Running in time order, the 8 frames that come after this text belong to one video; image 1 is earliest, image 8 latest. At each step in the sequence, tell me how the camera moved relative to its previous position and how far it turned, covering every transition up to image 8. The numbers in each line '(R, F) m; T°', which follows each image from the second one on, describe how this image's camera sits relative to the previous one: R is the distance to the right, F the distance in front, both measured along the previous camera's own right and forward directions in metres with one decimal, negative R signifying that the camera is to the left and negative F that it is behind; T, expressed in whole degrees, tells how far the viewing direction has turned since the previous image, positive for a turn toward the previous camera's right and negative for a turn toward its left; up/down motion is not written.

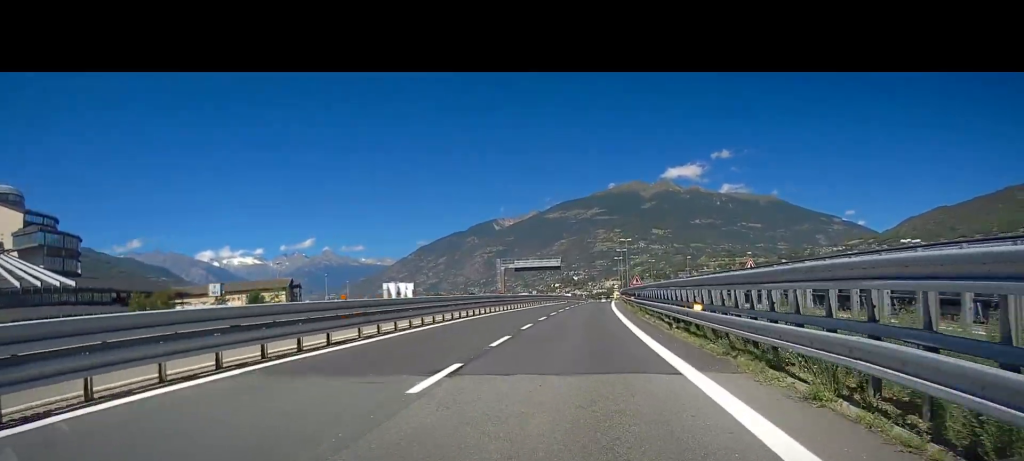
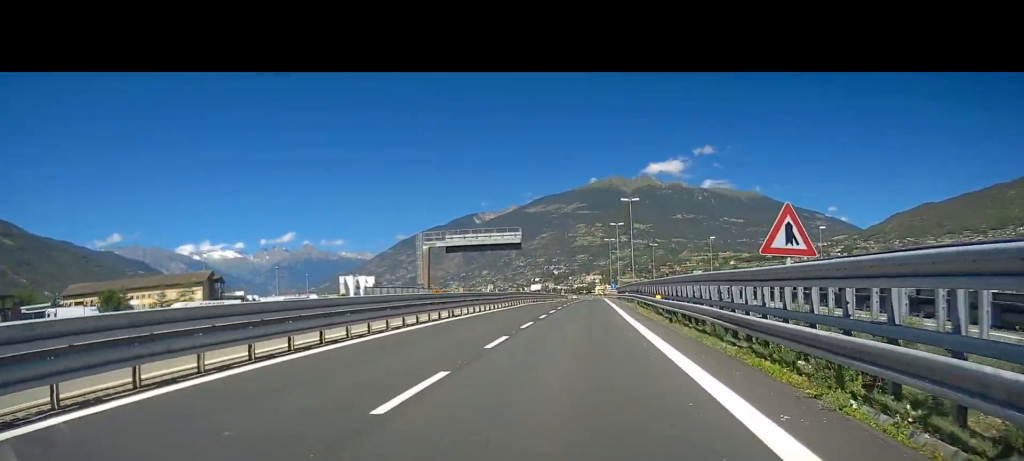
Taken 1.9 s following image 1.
(+0.7, +45.0) m; +2°
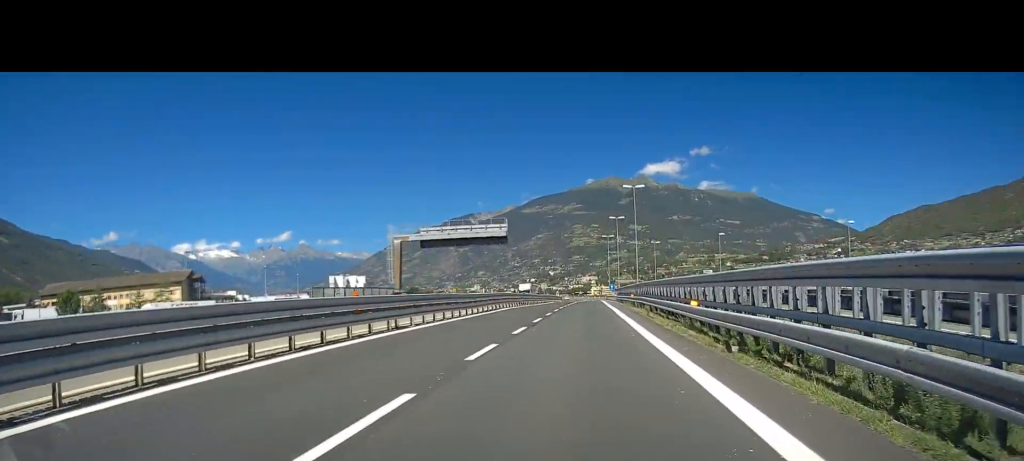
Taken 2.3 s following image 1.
(0.0, +9.5) m; 0°
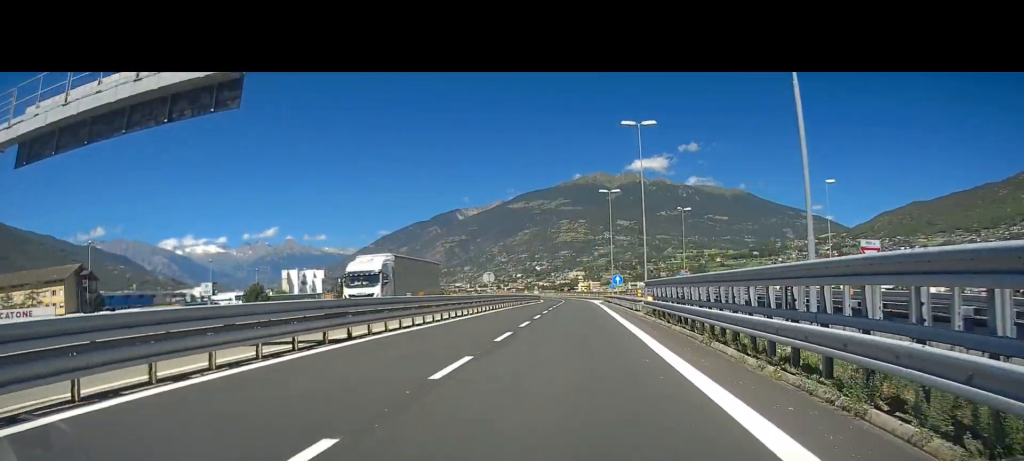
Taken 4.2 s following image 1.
(+0.8, +45.7) m; +2°
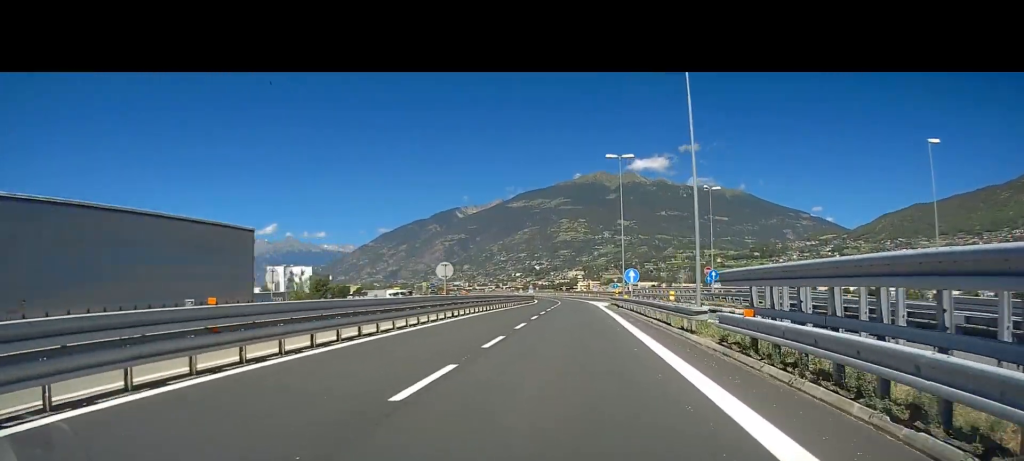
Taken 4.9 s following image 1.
(0.0, +15.7) m; 0°
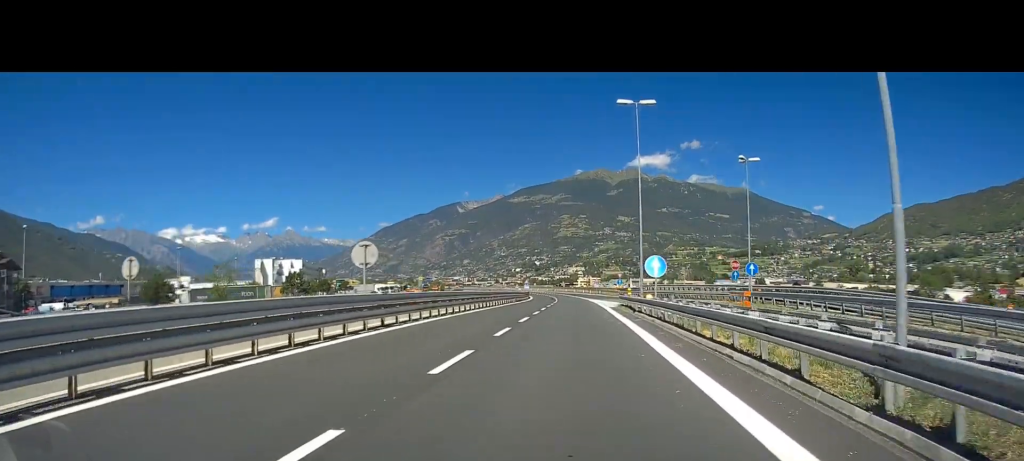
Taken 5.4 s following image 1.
(0.0, +12.6) m; 0°
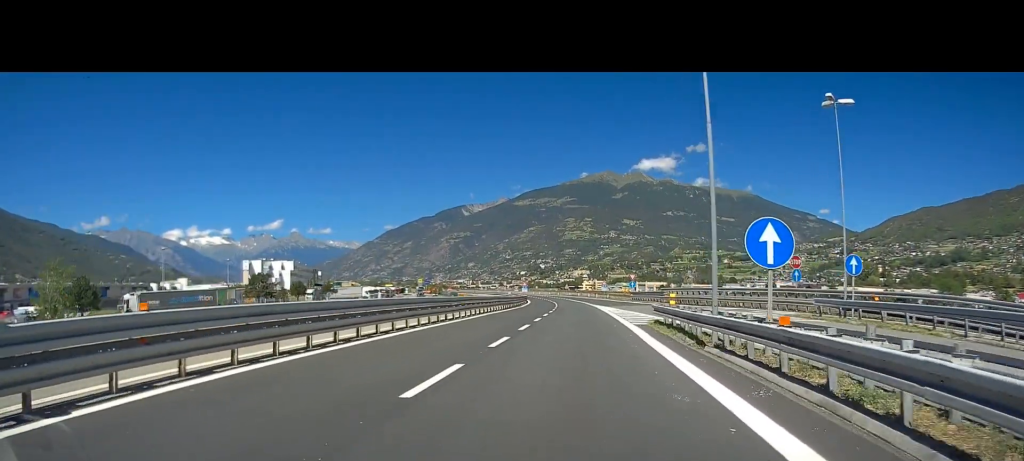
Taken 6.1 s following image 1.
(0.0, +16.2) m; 0°
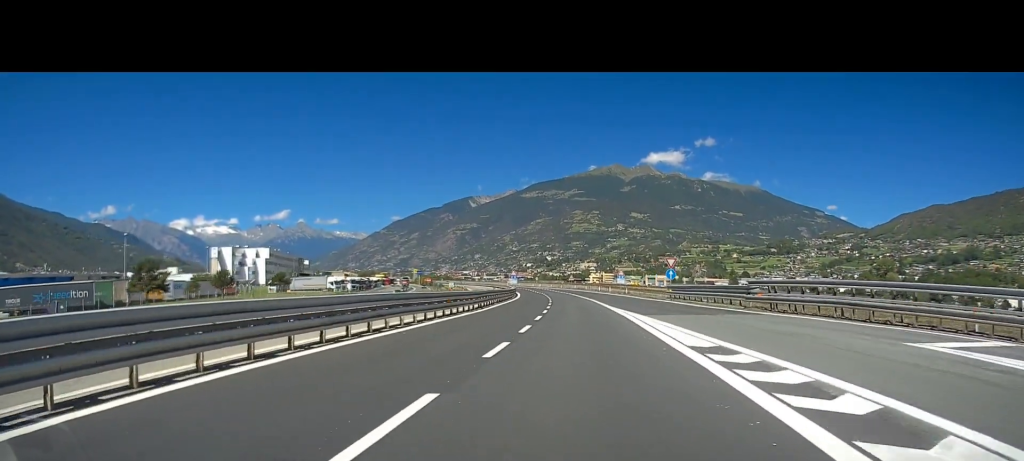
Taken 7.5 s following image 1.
(-0.1, +32.9) m; -1°
